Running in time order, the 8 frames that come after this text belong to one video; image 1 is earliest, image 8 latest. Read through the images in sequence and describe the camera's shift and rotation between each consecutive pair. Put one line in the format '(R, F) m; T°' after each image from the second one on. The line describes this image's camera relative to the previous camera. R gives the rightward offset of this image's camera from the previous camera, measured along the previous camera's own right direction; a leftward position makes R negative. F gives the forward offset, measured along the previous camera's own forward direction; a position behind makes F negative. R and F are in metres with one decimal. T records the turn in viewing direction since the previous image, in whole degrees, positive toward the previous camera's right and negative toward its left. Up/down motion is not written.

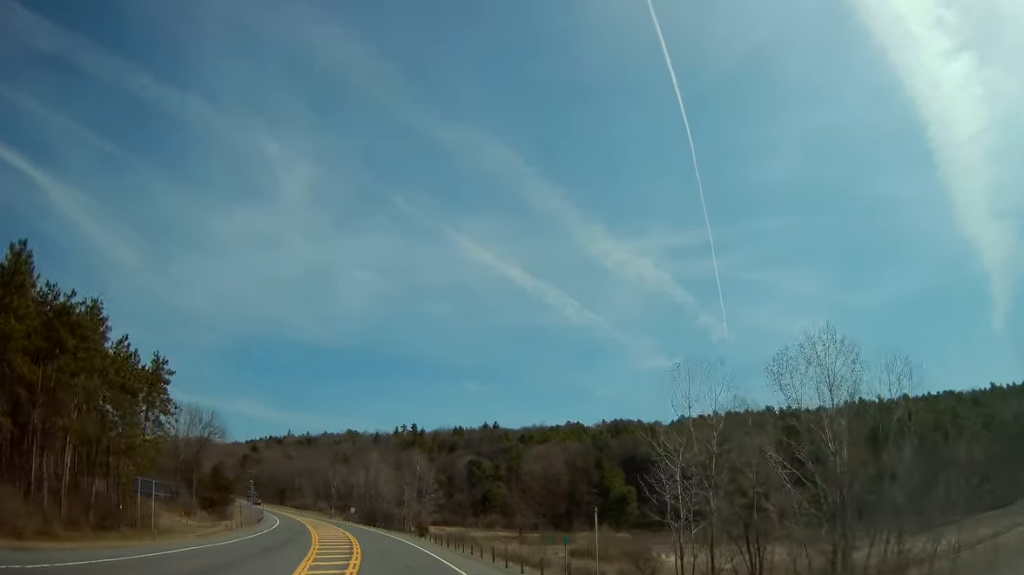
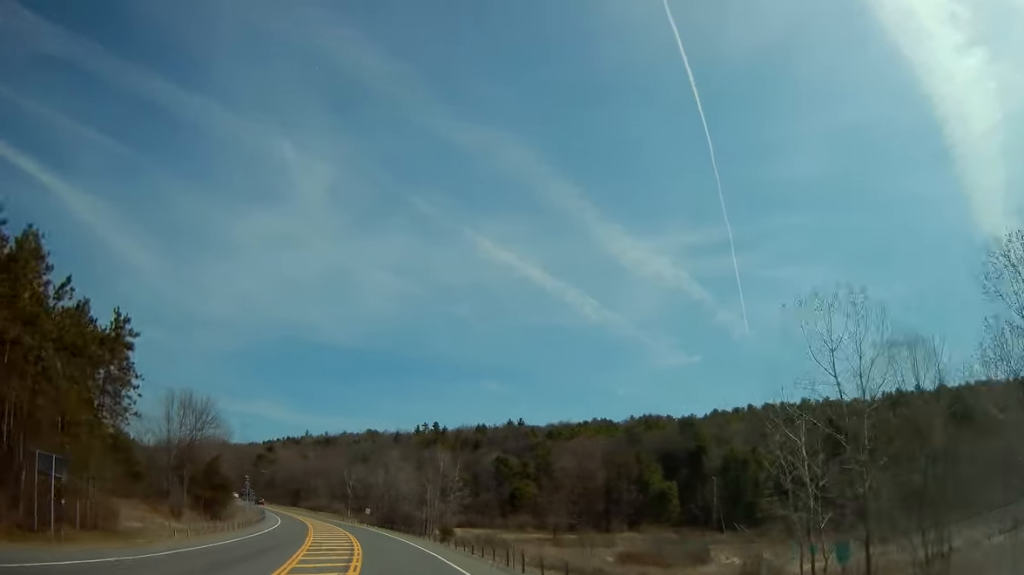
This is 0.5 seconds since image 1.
(-0.1, +11.7) m; -2°
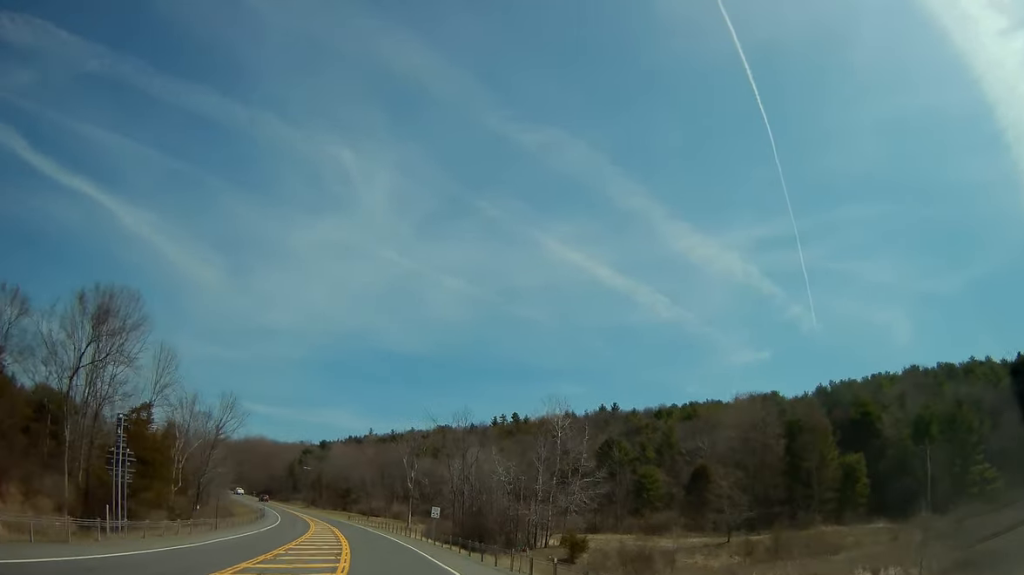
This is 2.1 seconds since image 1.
(-2.3, +42.2) m; -6°
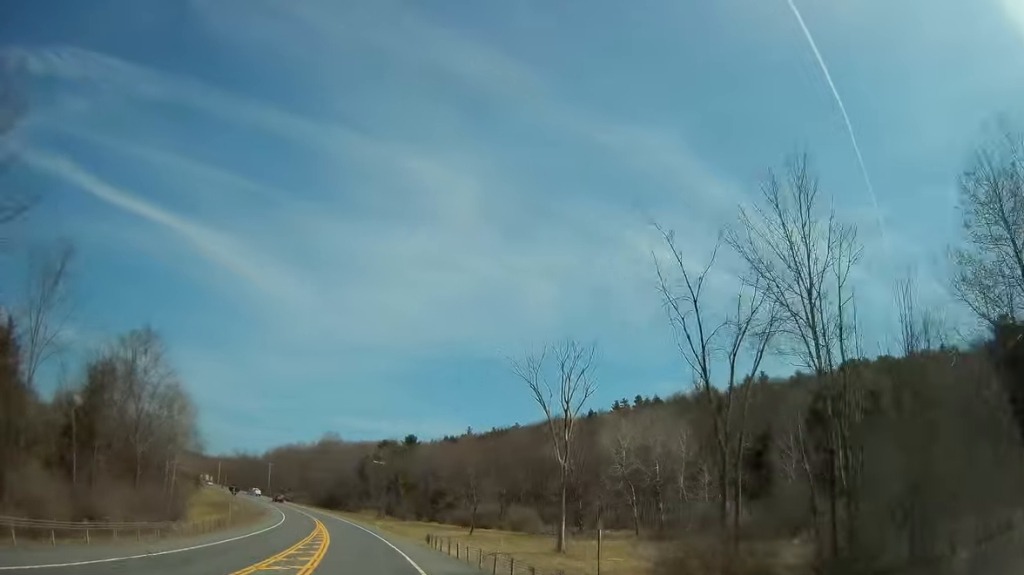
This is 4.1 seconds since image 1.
(-5.3, +50.9) m; -12°
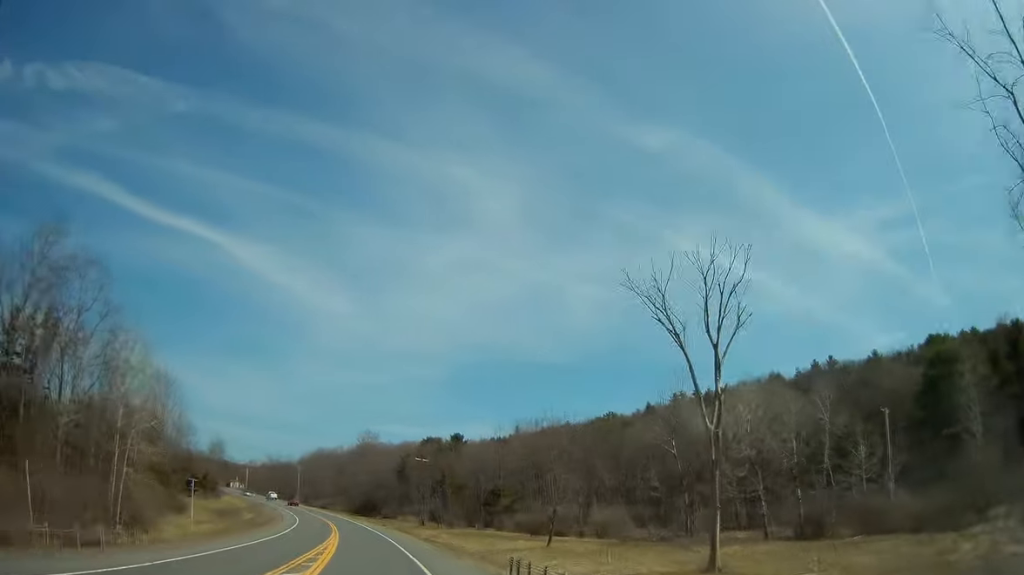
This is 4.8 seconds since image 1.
(-0.6, +18.0) m; -2°
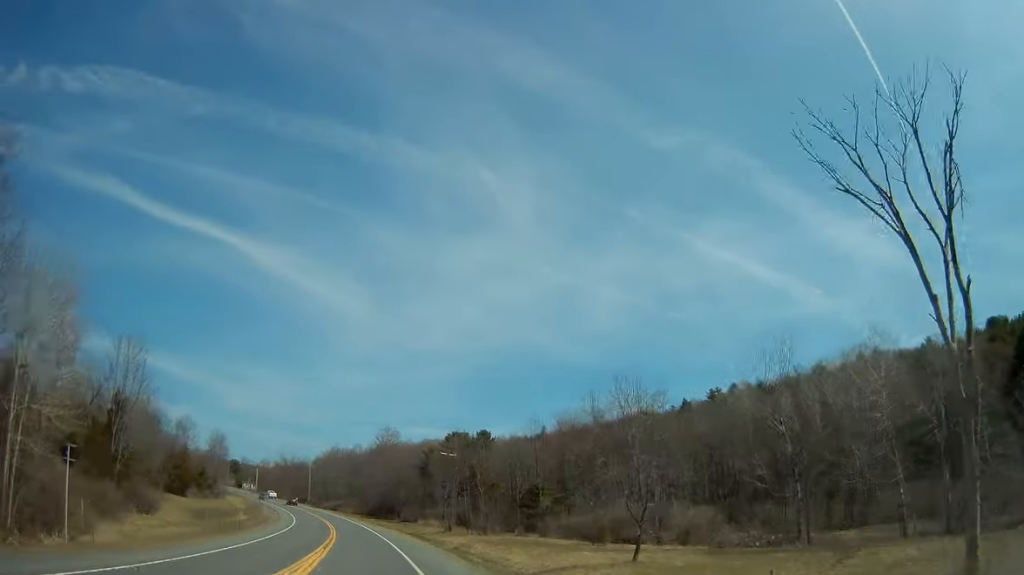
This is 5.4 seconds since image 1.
(0.0, +14.5) m; 0°
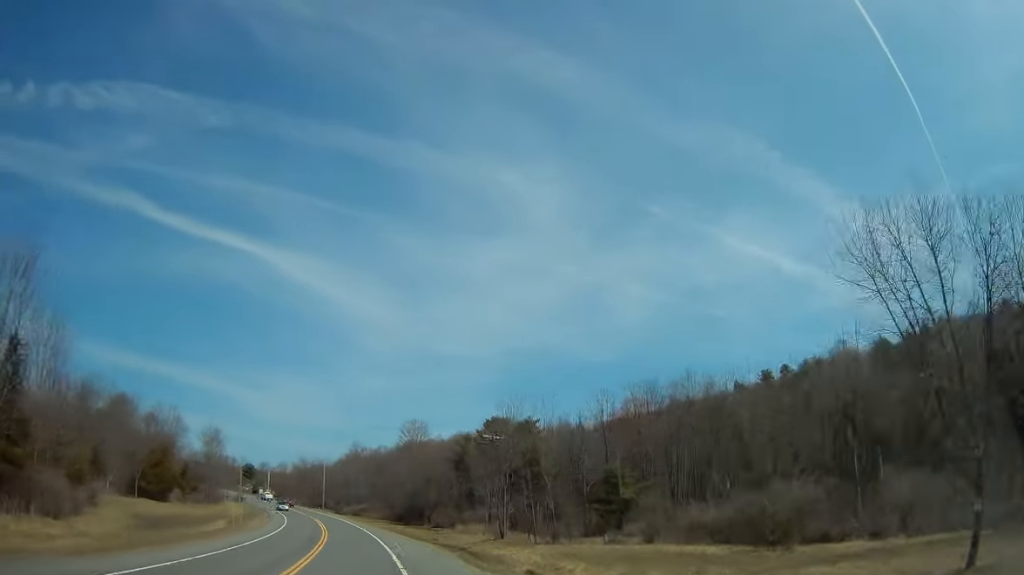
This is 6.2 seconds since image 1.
(0.0, +21.2) m; -3°
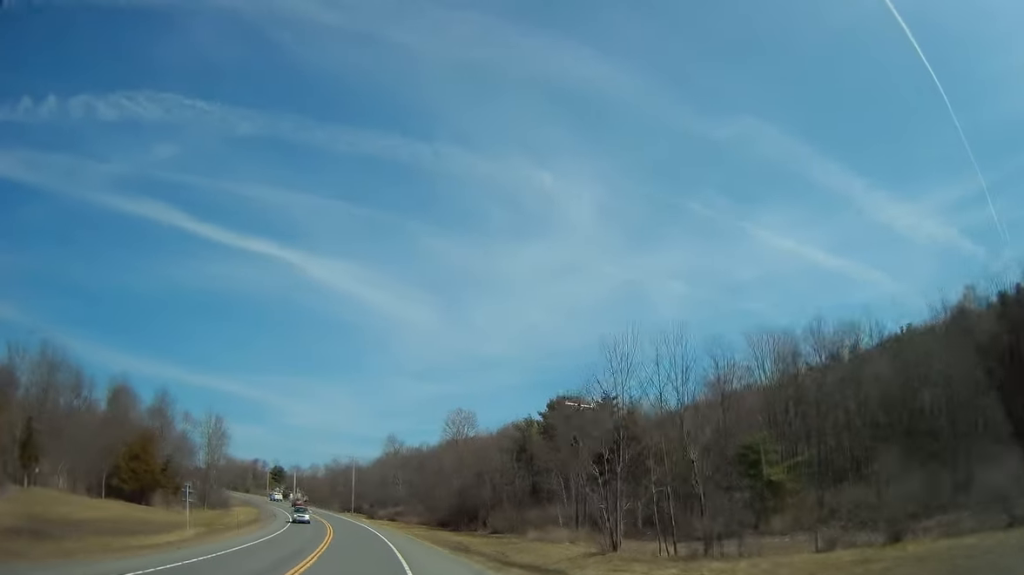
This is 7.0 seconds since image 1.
(-0.9, +20.1) m; -4°
